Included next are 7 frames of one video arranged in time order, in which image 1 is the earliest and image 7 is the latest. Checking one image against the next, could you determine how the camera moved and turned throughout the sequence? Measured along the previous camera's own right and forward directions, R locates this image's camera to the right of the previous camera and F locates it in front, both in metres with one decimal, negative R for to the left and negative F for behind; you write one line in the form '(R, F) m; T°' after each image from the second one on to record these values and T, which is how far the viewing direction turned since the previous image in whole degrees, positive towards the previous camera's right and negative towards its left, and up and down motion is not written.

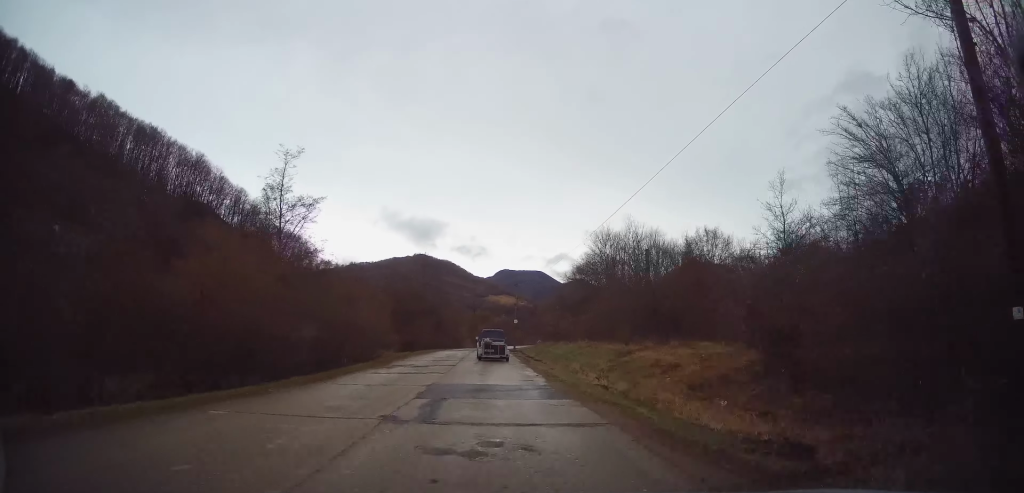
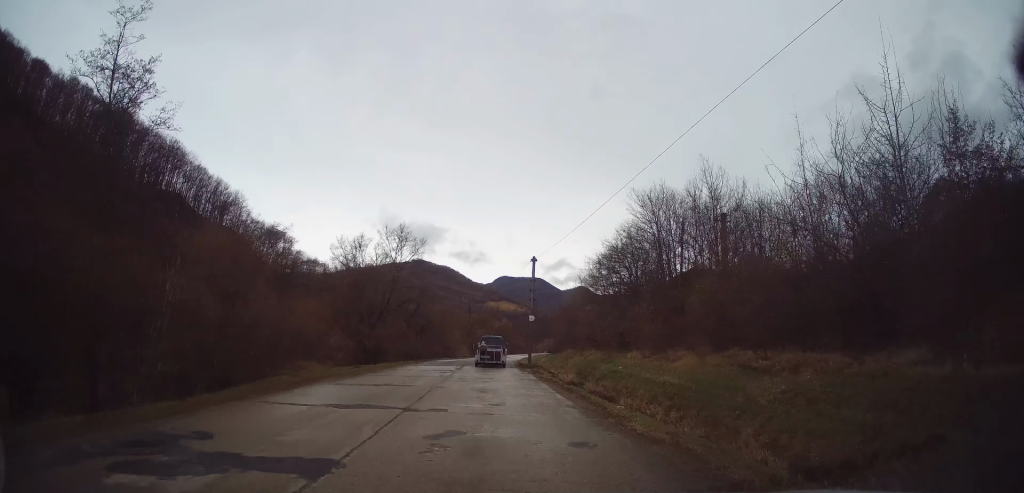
(+0.1, +19.0) m; 0°
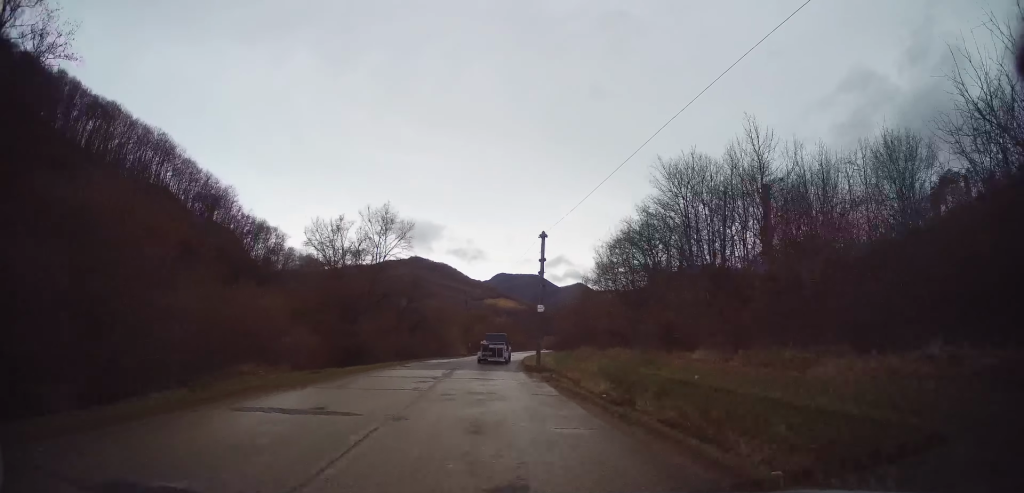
(0.0, +6.5) m; -1°
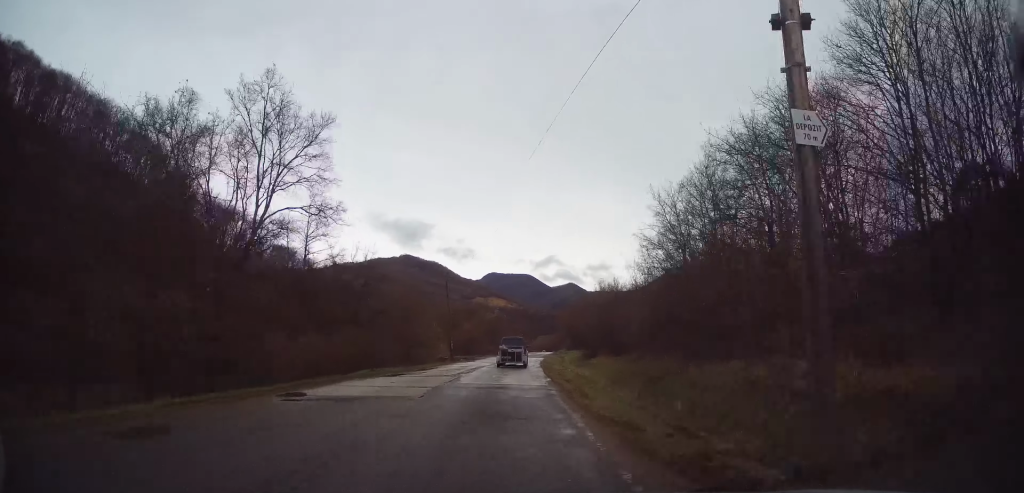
(+0.3, +22.2) m; +2°
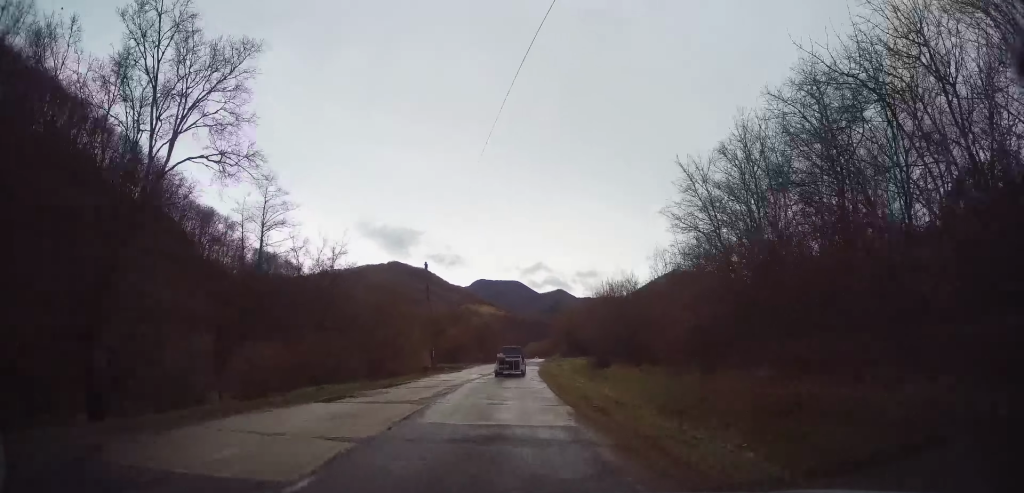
(-0.2, +7.2) m; +1°
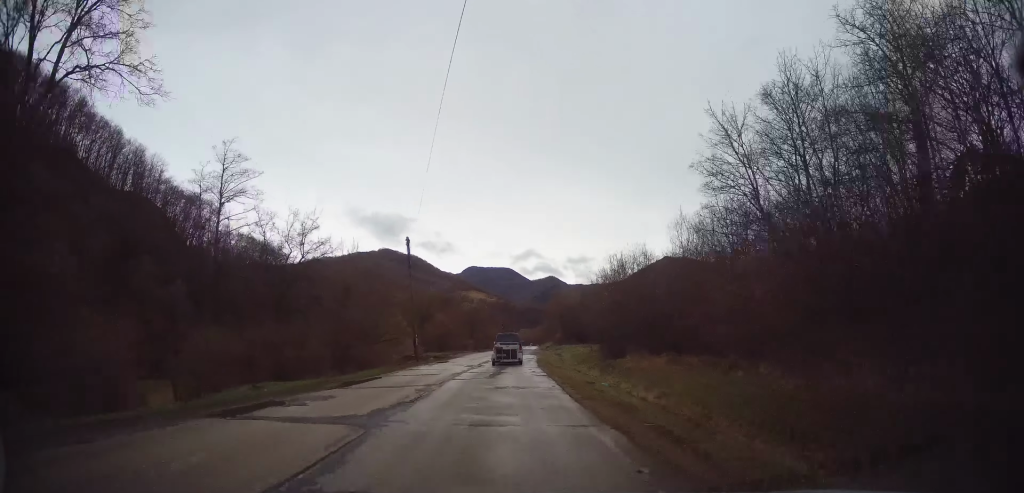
(+0.2, +5.1) m; +1°
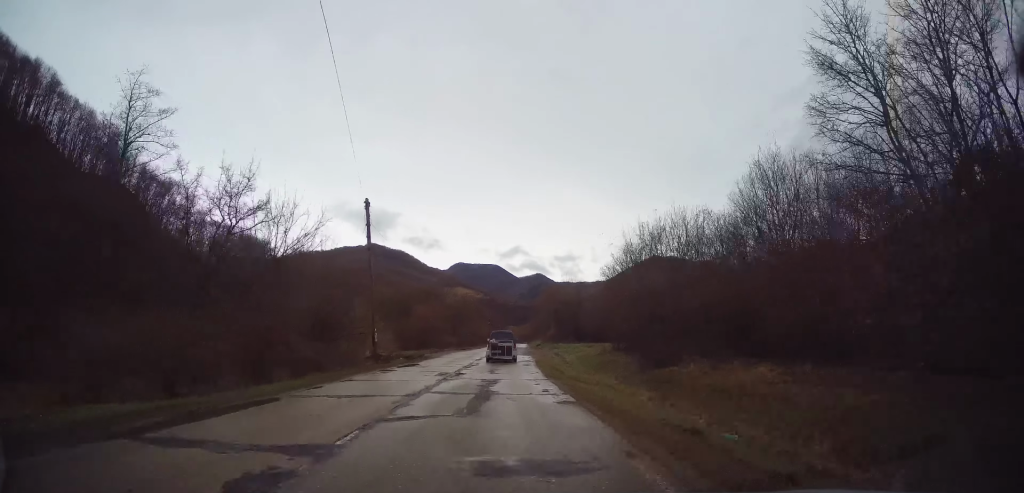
(+0.2, +9.2) m; +1°
